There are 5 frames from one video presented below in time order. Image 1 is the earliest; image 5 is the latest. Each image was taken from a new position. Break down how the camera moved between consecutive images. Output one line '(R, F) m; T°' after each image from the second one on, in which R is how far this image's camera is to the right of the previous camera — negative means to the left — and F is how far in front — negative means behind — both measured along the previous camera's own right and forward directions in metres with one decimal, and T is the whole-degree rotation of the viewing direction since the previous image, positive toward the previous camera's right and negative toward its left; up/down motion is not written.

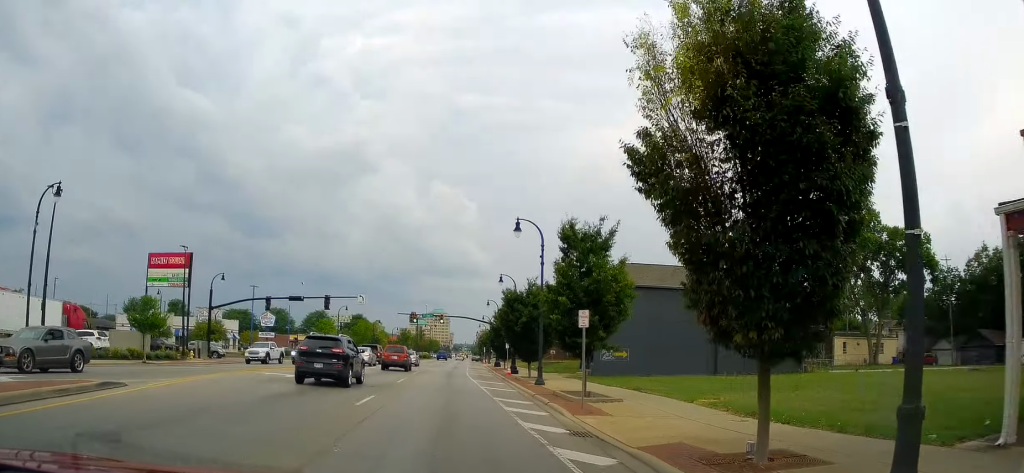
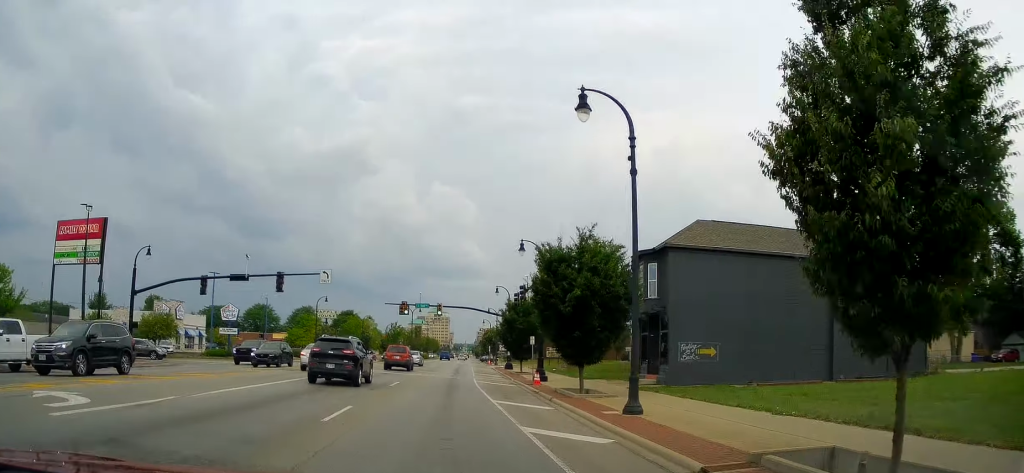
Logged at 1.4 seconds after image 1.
(0.0, +11.3) m; +1°
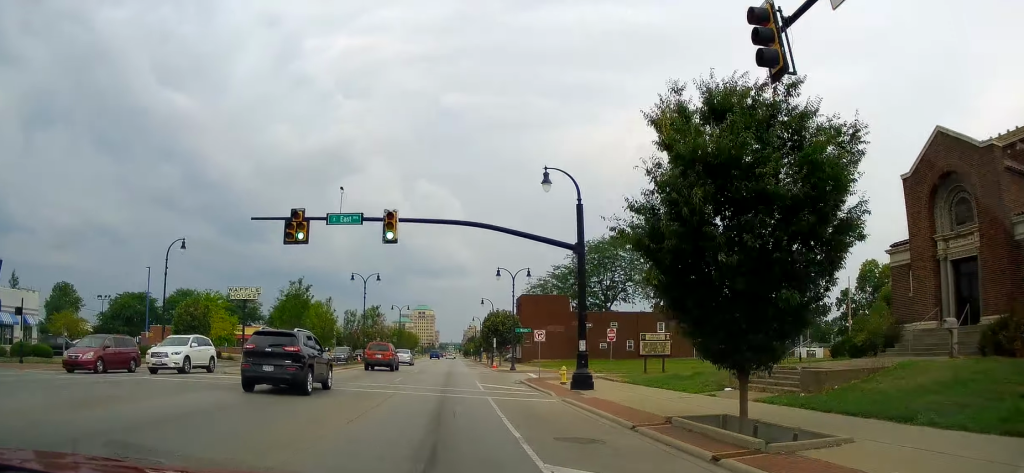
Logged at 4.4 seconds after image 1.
(+0.6, +35.3) m; +2°
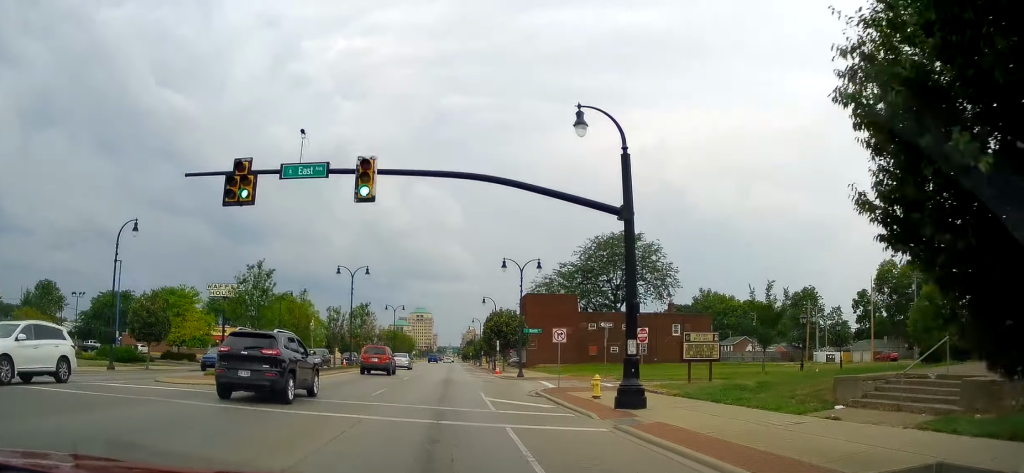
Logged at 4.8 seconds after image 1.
(-0.1, +6.0) m; +1°
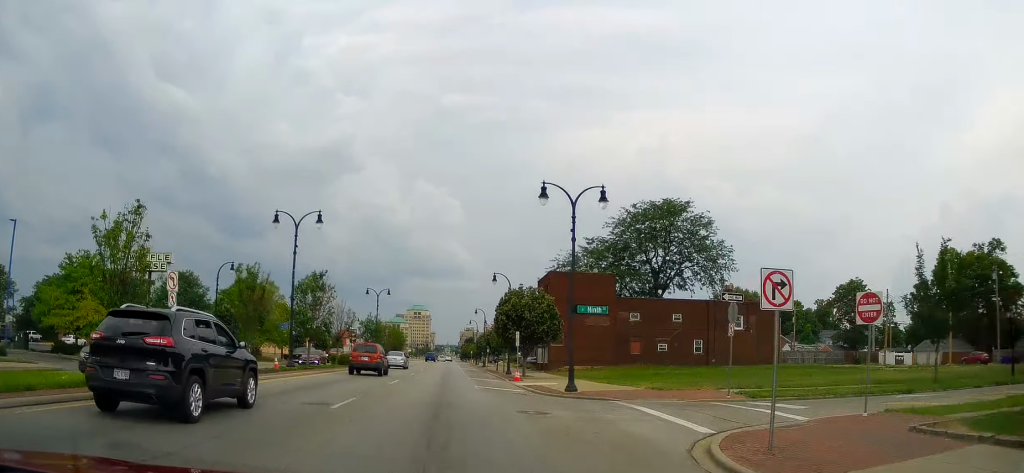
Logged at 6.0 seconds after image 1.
(+0.4, +17.3) m; 0°
